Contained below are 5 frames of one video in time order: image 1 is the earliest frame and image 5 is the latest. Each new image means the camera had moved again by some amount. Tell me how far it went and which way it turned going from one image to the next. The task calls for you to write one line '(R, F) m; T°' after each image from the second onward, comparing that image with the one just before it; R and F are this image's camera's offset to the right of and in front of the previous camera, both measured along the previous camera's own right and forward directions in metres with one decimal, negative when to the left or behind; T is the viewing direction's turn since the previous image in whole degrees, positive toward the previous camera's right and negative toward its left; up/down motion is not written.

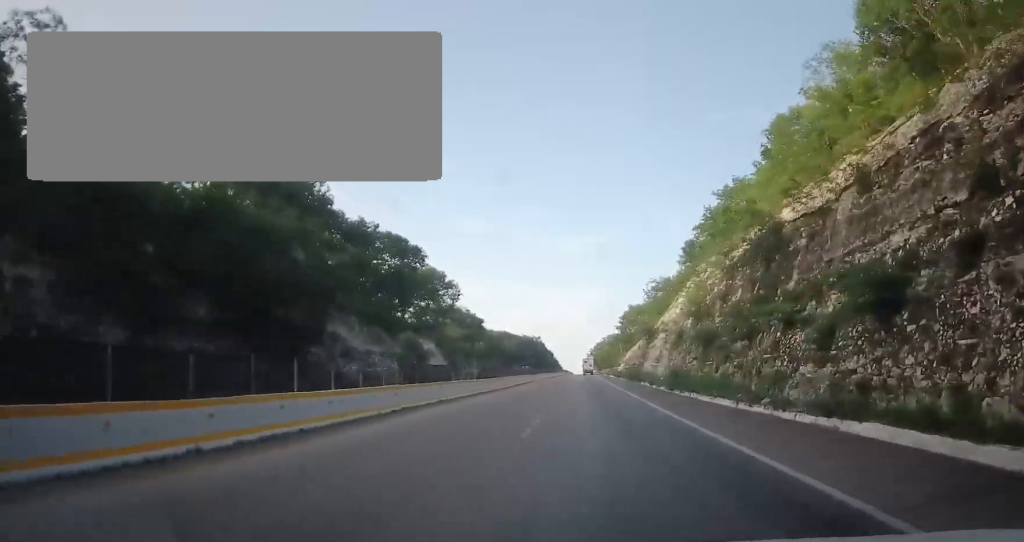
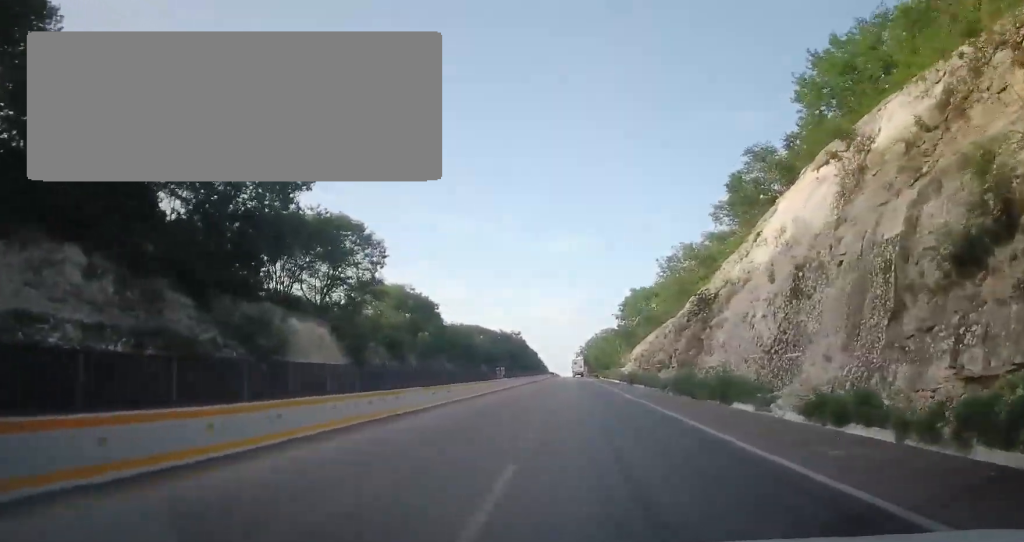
(+0.3, +38.0) m; +1°
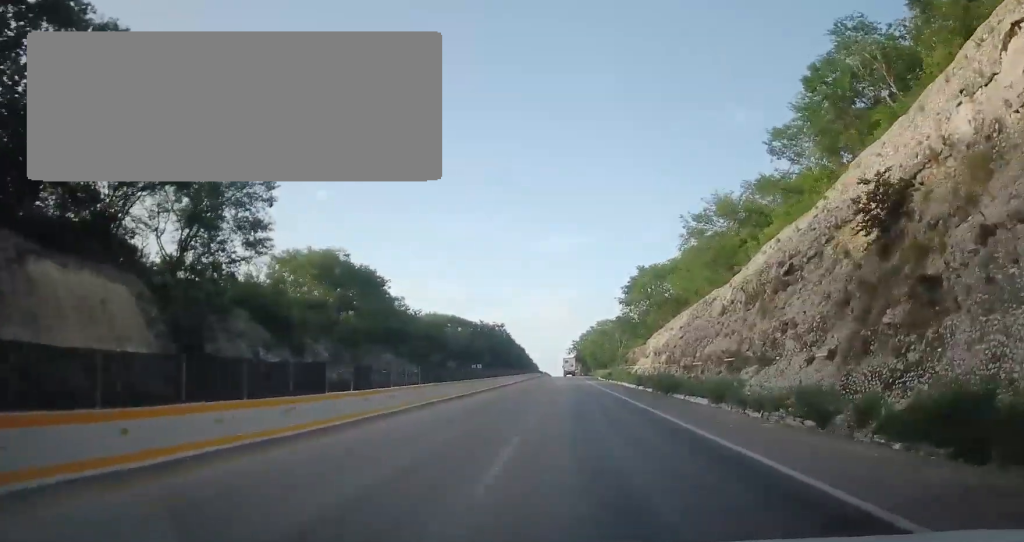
(+0.2, +26.8) m; +1°
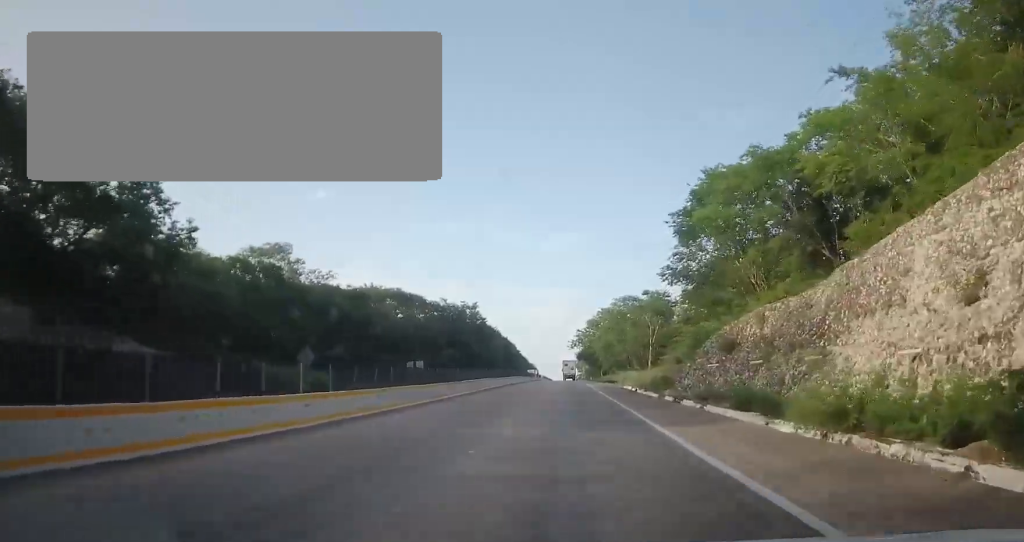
(+0.5, +52.8) m; +1°
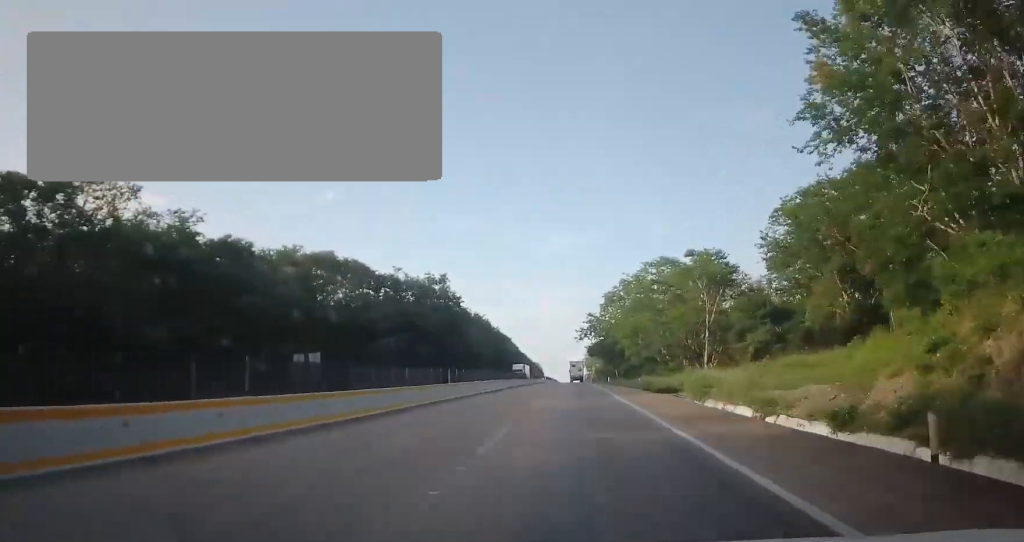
(-0.5, +34.1) m; -1°
